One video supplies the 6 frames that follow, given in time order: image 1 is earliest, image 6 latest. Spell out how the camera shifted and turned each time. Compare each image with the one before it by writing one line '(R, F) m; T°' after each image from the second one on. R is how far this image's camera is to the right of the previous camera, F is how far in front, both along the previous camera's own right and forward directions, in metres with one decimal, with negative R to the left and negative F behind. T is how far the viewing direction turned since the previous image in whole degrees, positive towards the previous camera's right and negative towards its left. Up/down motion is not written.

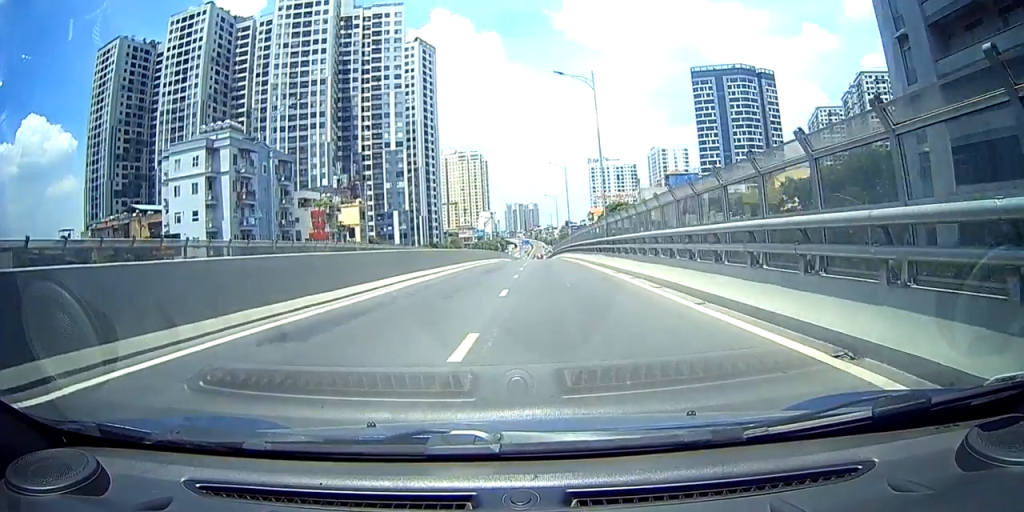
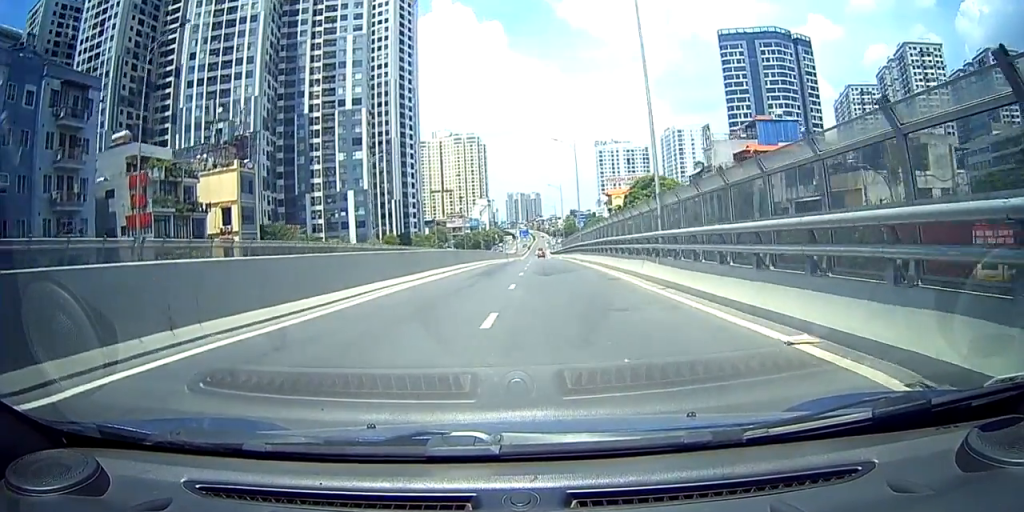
(+0.6, +46.4) m; 0°
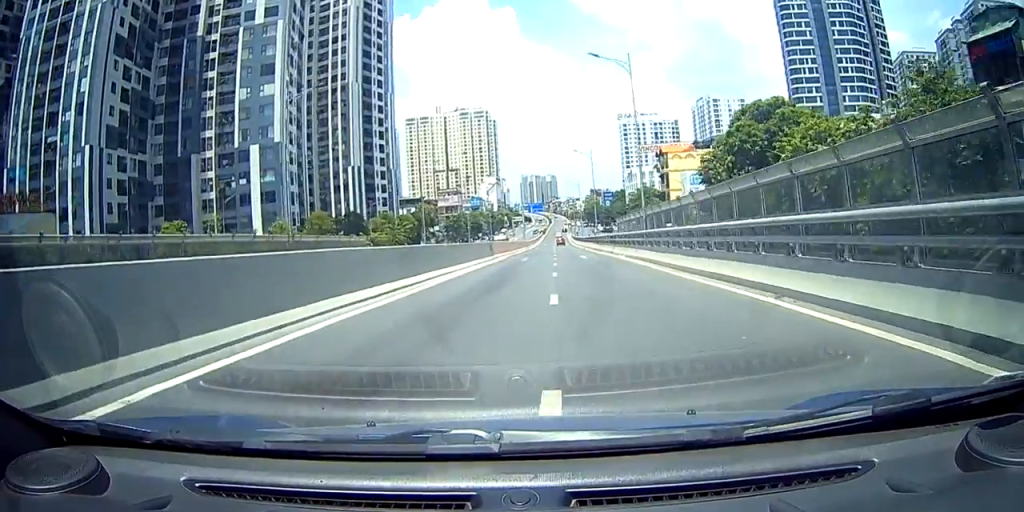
(-1.7, +55.0) m; -2°
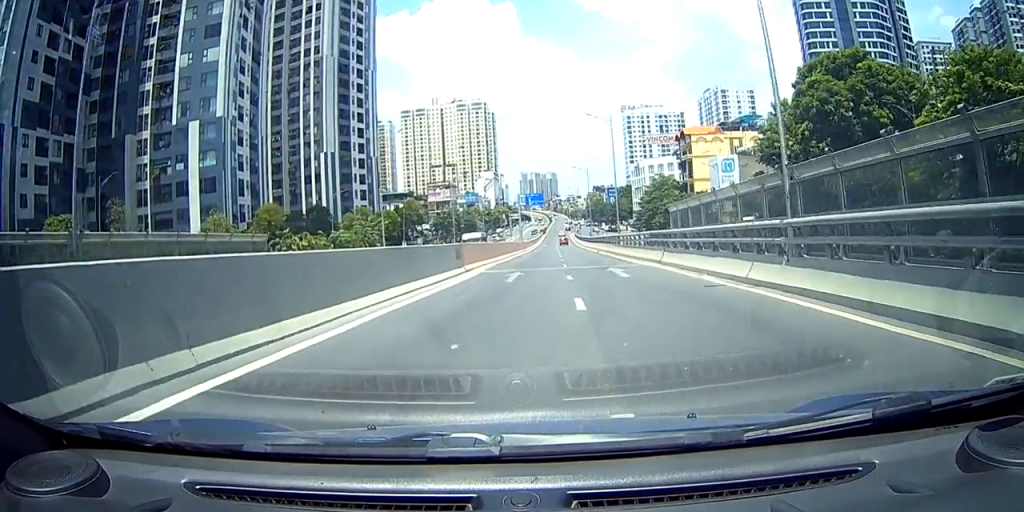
(0.0, +18.2) m; 0°
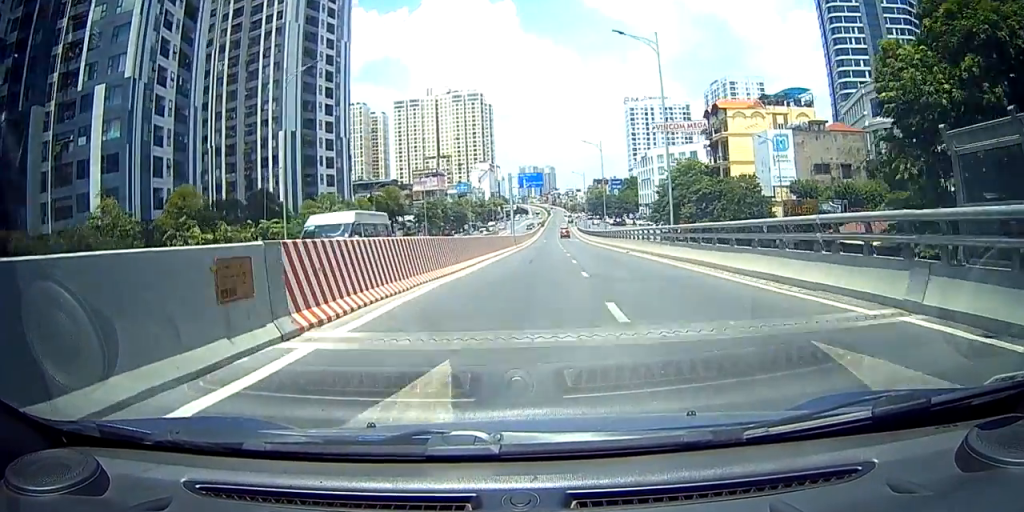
(0.0, +19.0) m; 0°
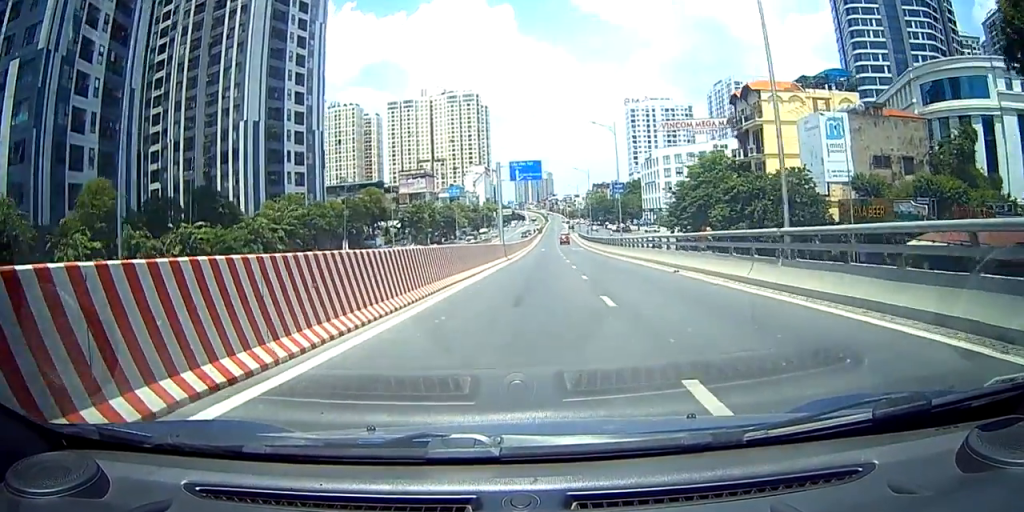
(0.0, +13.1) m; 0°
